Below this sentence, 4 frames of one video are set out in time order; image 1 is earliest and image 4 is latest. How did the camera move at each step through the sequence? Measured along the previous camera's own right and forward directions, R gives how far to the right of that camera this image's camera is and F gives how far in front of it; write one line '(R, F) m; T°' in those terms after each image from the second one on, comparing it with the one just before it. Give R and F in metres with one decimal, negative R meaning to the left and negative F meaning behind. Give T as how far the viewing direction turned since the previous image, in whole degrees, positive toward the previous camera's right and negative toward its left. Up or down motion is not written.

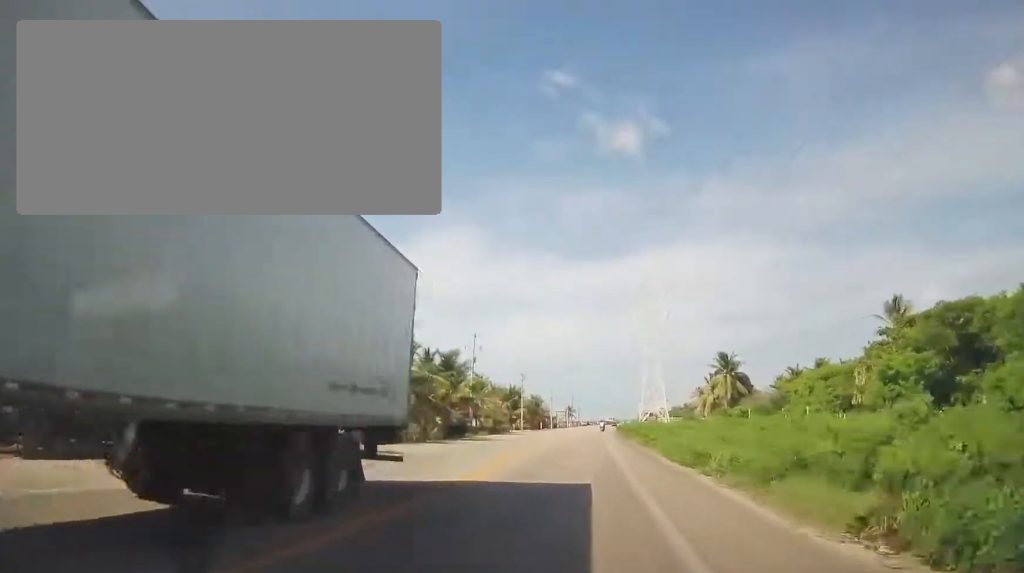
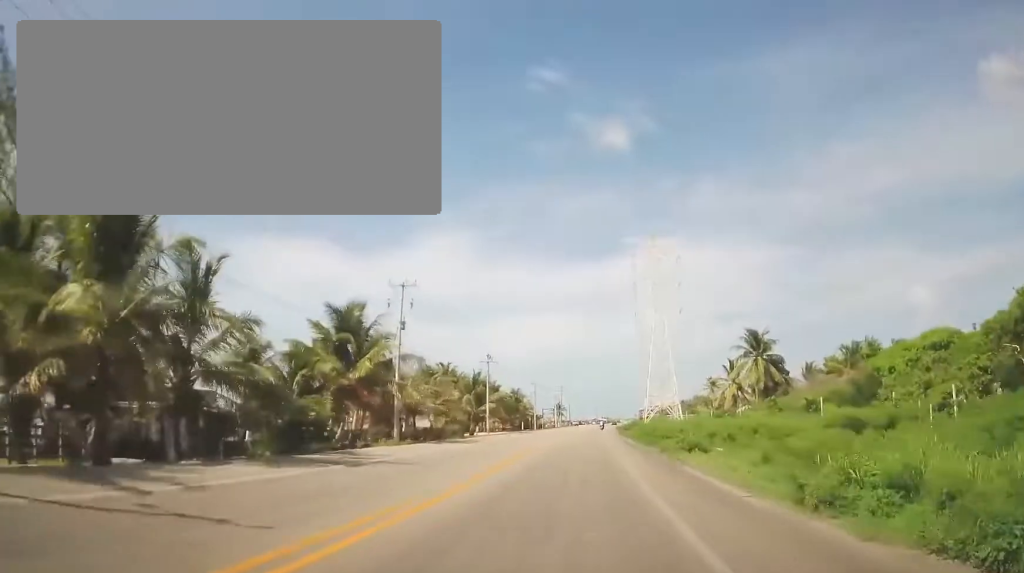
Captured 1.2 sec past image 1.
(-1.0, +25.0) m; -1°
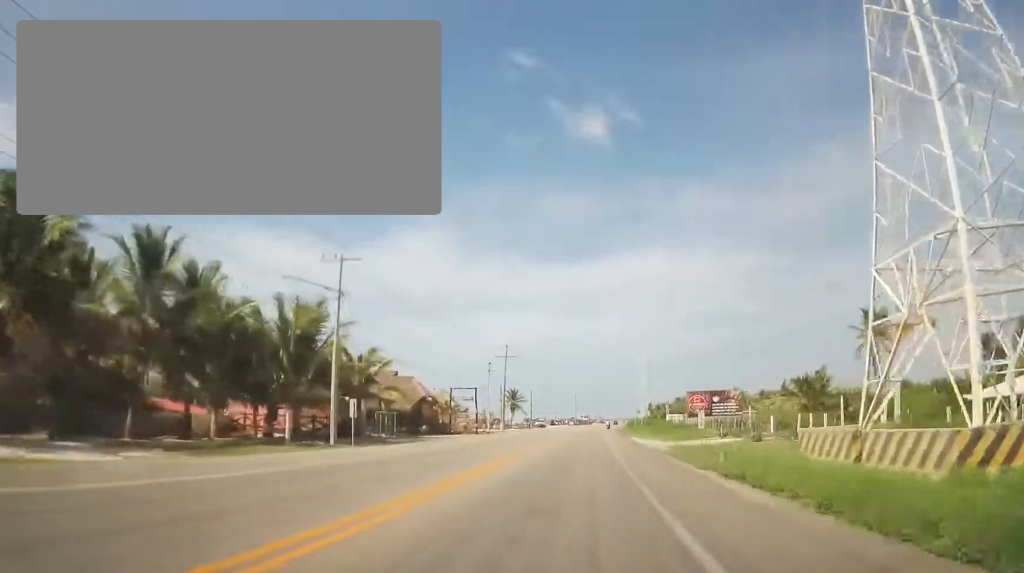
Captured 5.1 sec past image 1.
(+1.1, +84.5) m; +2°
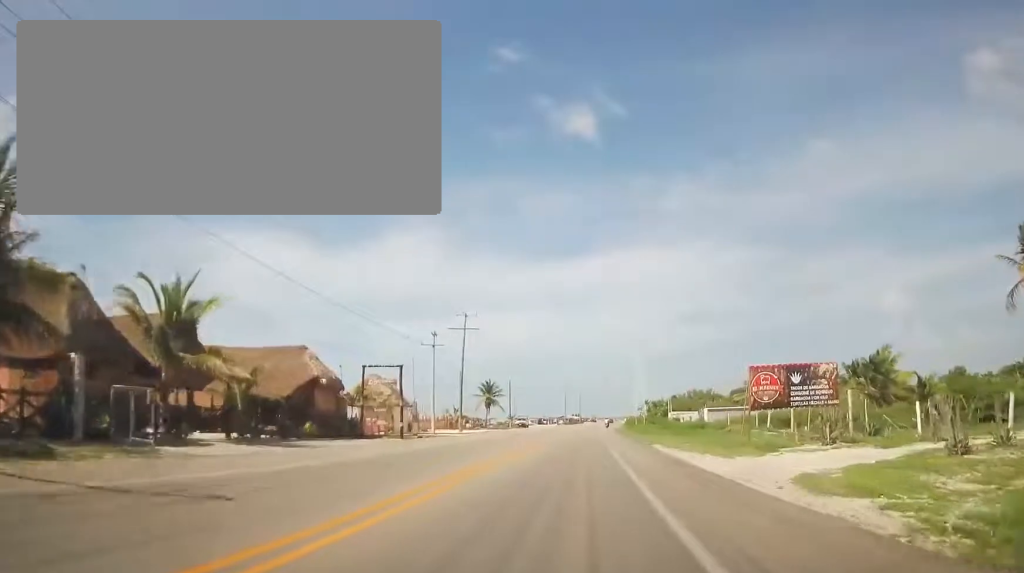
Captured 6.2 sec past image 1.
(+0.3, +23.3) m; +1°
